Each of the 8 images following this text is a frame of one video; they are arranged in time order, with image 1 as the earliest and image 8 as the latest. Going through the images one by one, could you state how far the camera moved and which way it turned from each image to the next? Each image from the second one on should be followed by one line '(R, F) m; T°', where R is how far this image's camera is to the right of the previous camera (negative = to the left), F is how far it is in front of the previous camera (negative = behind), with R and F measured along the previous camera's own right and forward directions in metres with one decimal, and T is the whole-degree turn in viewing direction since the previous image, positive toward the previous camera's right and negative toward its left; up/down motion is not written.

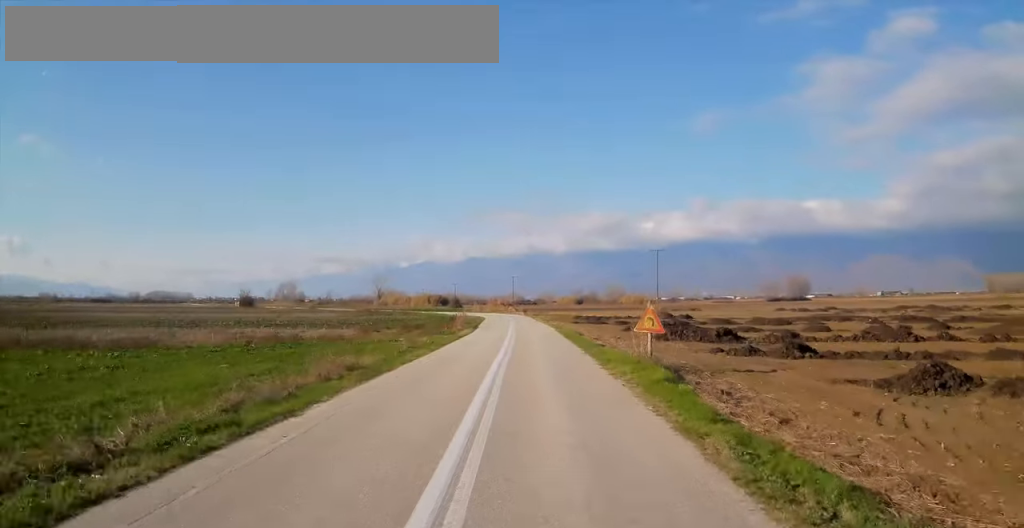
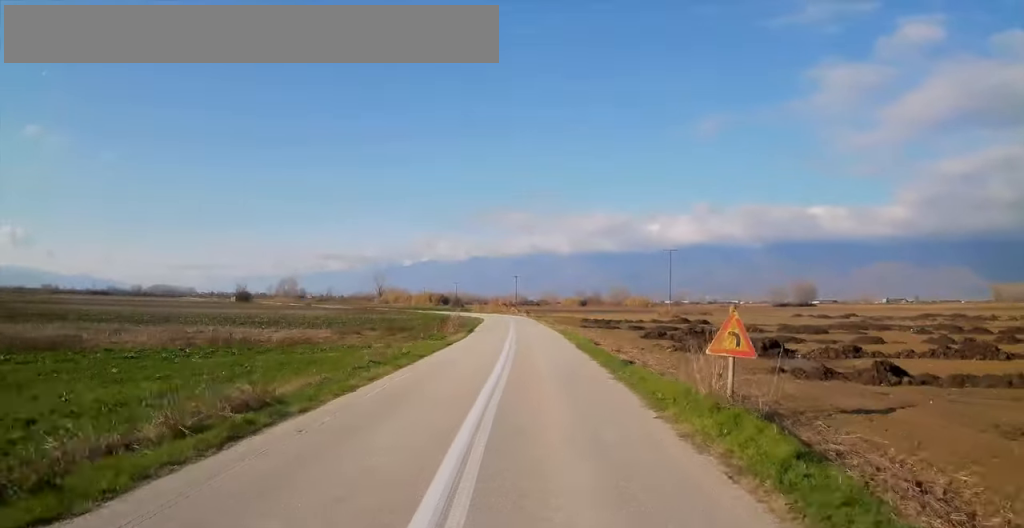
(0.0, +6.7) m; 0°
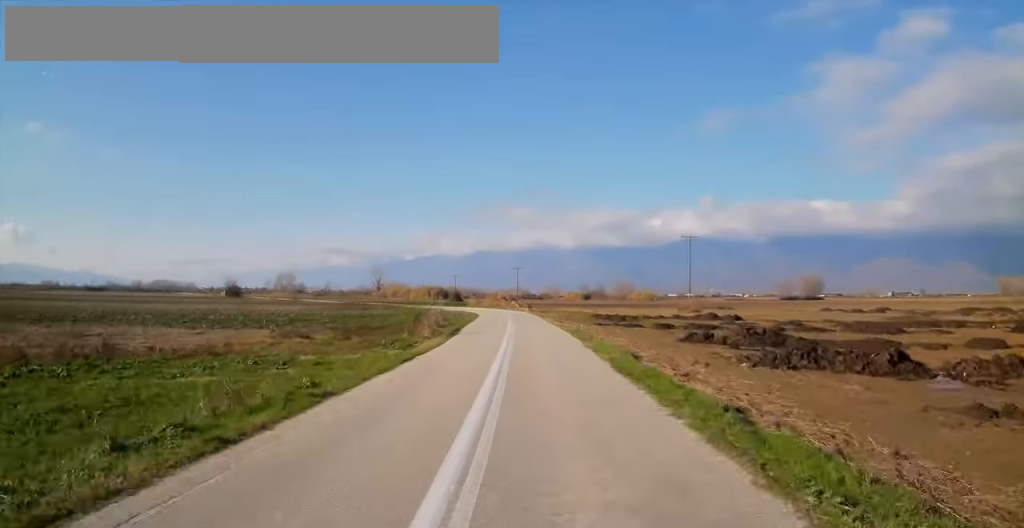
(0.0, +10.7) m; -1°
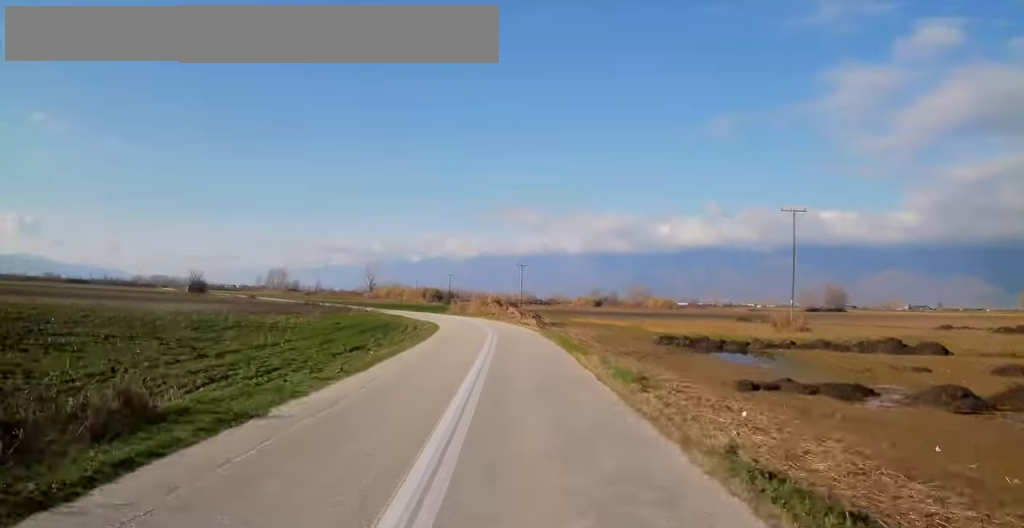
(-0.6, +32.3) m; -1°
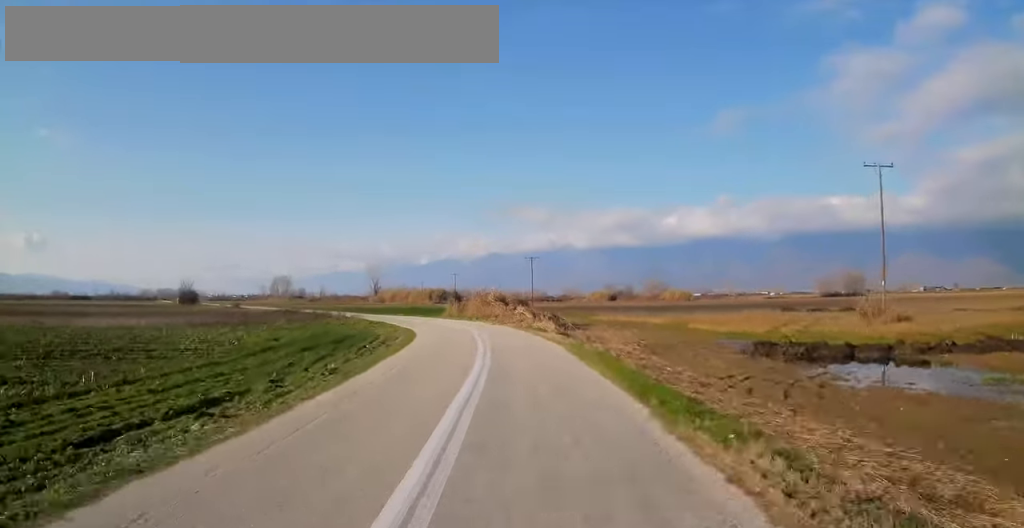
(0.0, +13.0) m; -2°
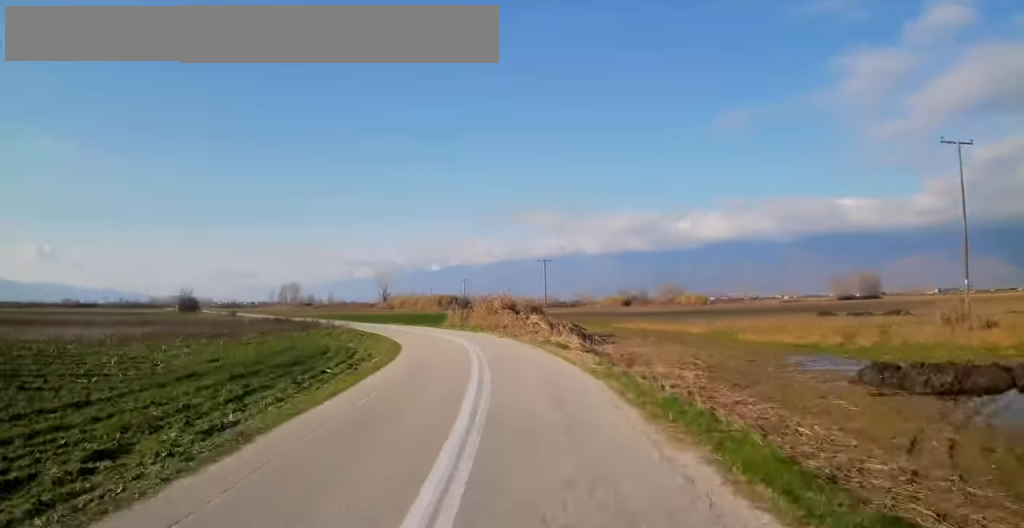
(0.0, +7.5) m; -2°
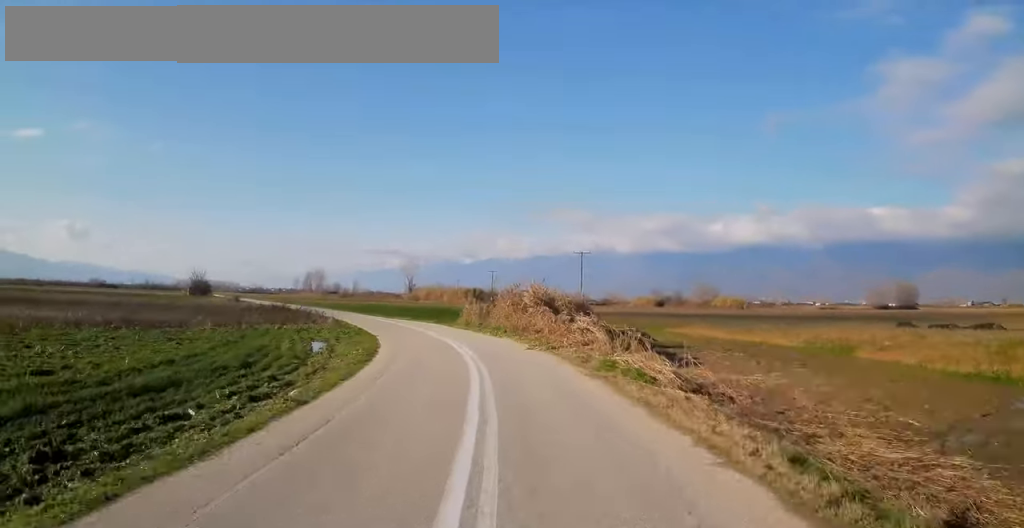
(-0.5, +11.1) m; -3°
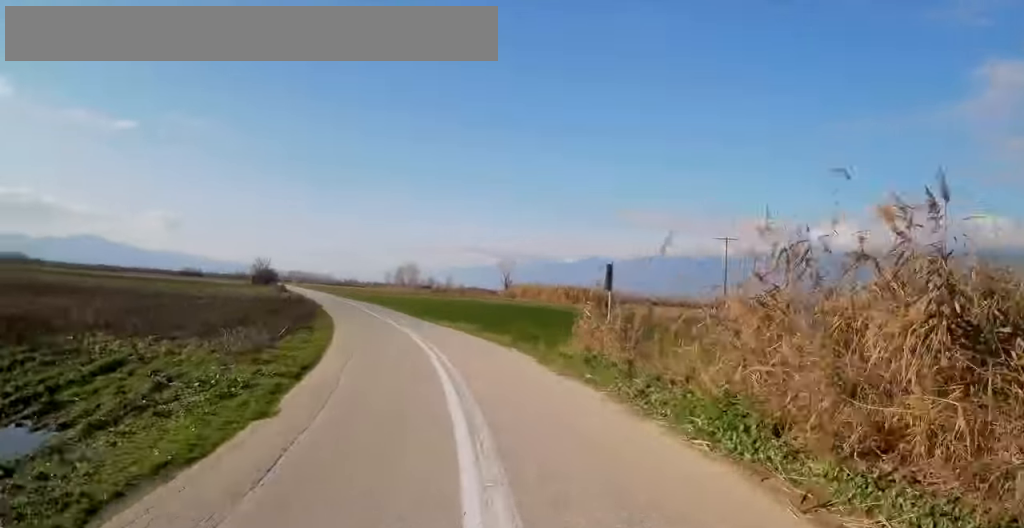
(-1.2, +23.4) m; -10°
